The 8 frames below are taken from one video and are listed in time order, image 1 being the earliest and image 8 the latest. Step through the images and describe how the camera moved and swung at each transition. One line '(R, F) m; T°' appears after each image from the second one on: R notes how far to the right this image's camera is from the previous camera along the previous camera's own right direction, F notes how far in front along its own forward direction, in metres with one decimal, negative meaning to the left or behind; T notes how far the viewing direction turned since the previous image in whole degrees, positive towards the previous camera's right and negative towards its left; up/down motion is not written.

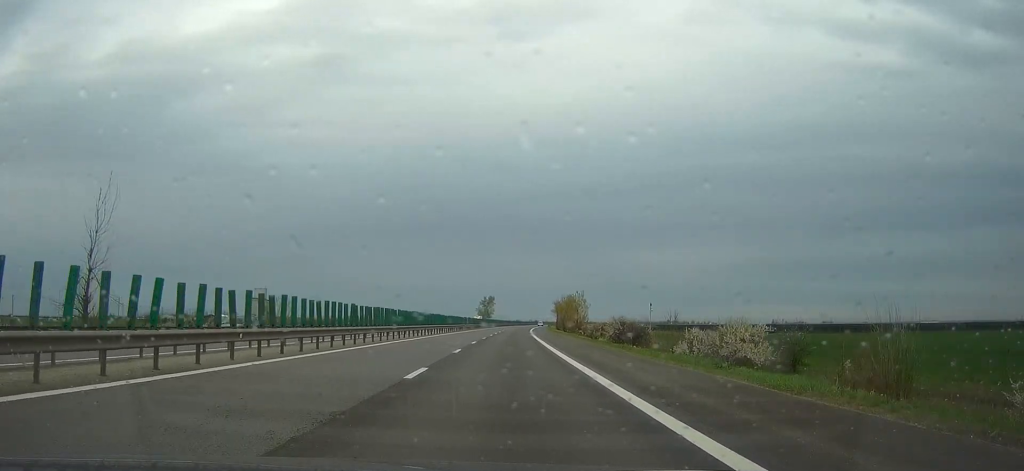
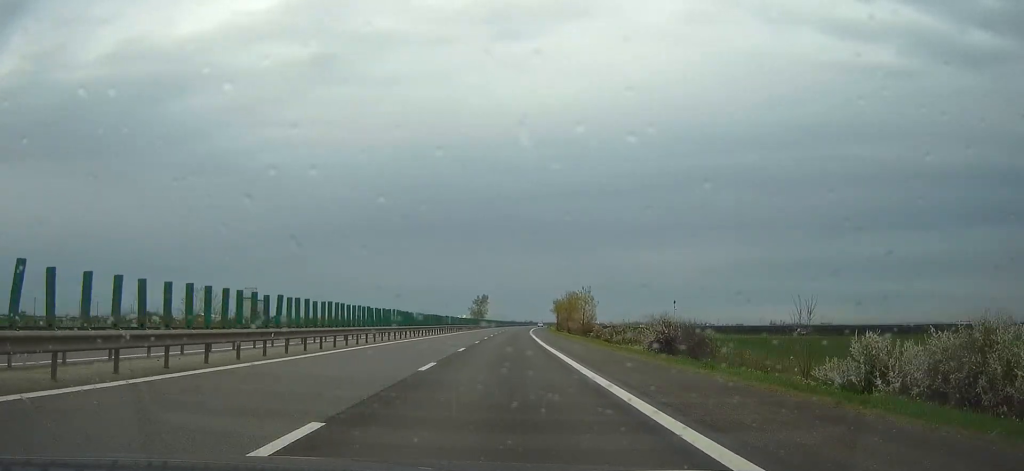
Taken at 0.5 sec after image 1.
(0.0, +20.0) m; 0°
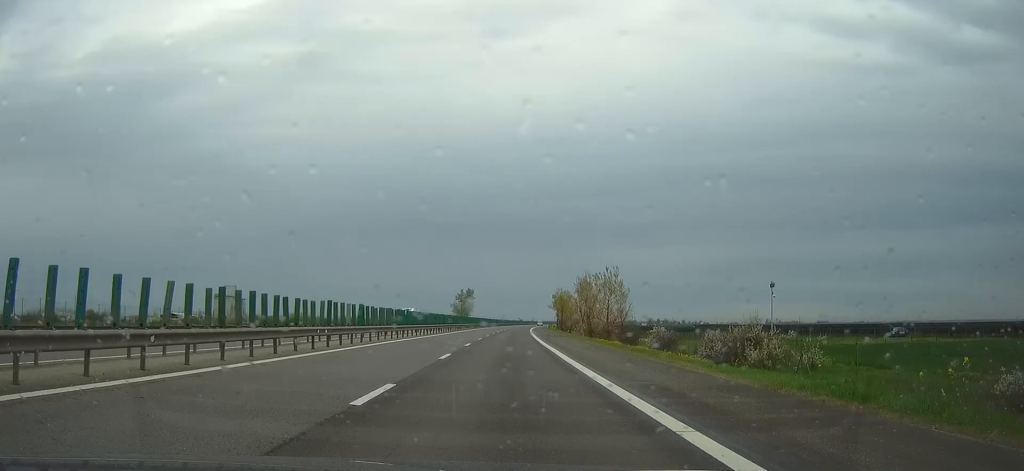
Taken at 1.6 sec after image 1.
(+0.2, +42.4) m; +1°
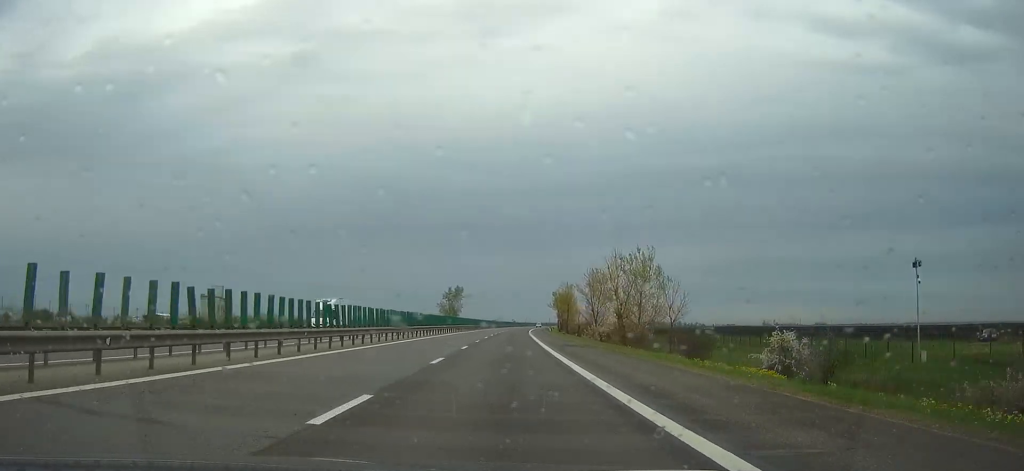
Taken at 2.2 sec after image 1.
(+0.3, +25.7) m; +1°
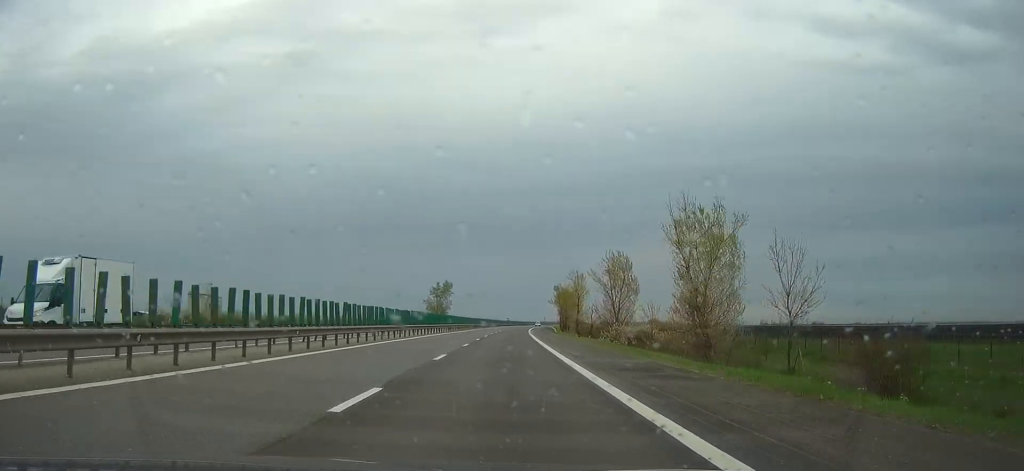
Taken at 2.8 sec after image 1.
(+0.1, +23.1) m; 0°
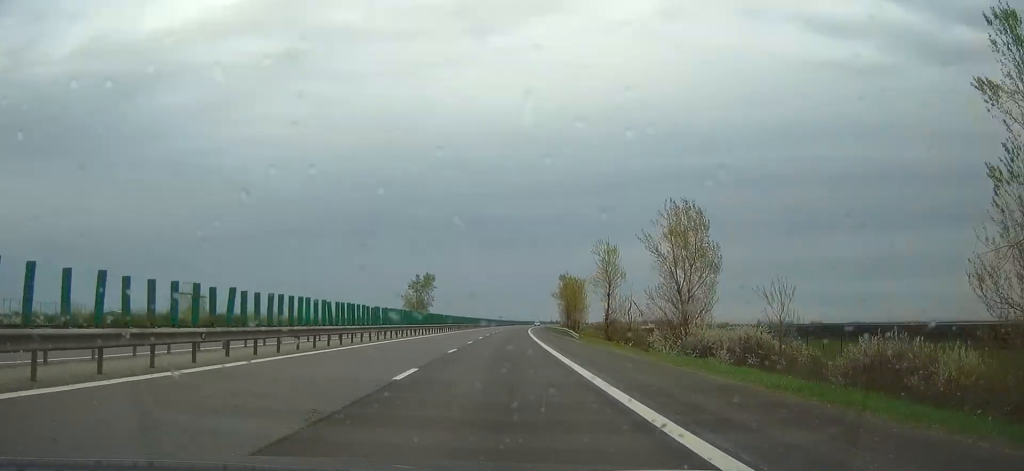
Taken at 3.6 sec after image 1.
(+0.1, +31.2) m; 0°
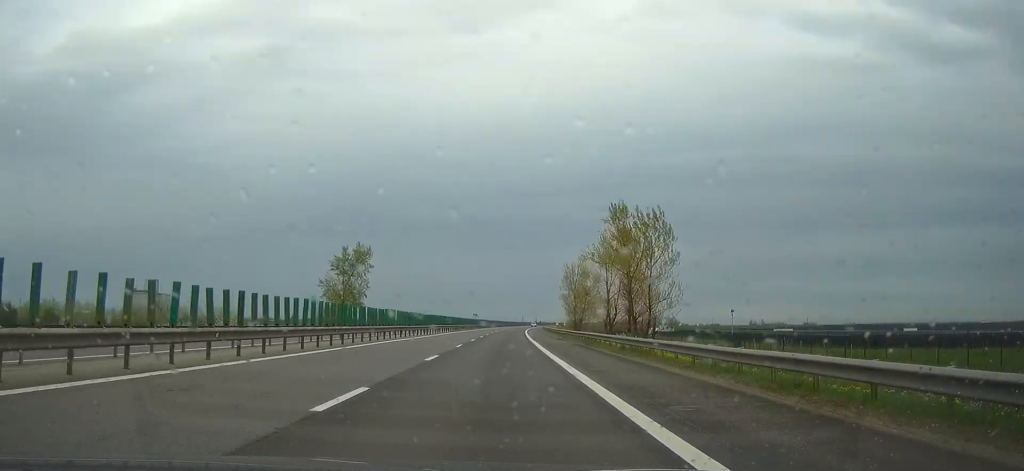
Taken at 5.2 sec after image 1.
(+0.7, +64.7) m; +1°
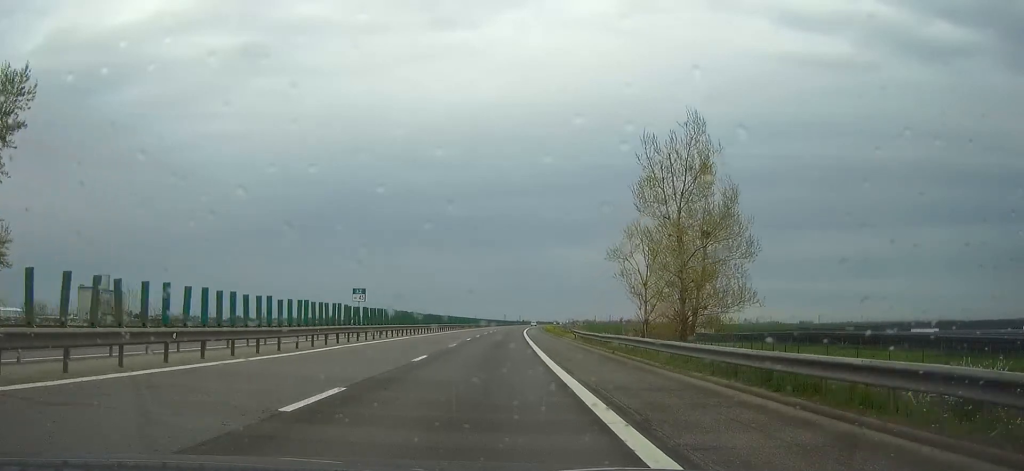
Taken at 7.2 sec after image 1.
(+1.2, +83.8) m; +2°
